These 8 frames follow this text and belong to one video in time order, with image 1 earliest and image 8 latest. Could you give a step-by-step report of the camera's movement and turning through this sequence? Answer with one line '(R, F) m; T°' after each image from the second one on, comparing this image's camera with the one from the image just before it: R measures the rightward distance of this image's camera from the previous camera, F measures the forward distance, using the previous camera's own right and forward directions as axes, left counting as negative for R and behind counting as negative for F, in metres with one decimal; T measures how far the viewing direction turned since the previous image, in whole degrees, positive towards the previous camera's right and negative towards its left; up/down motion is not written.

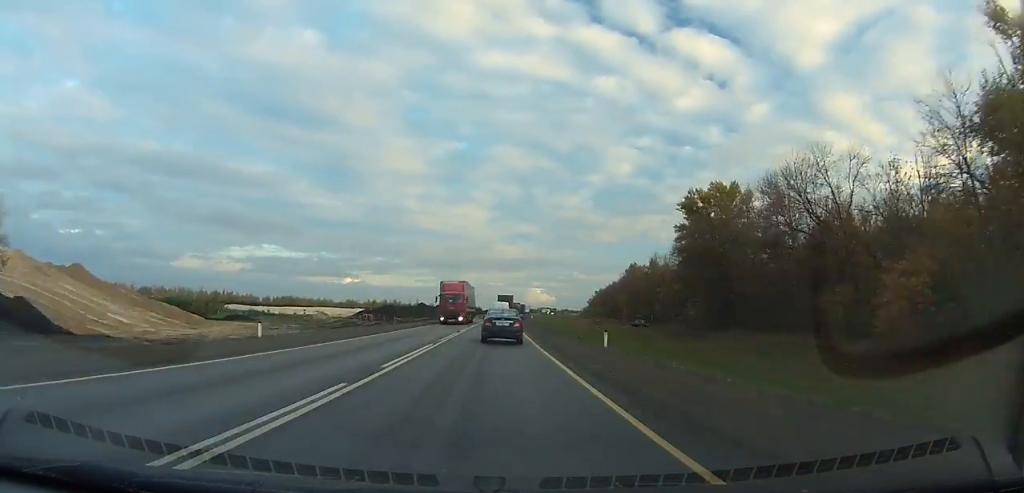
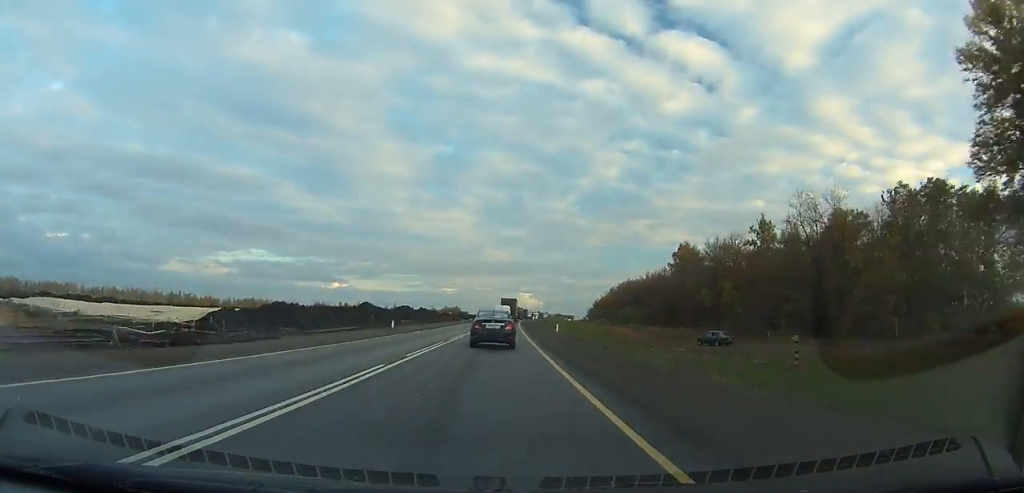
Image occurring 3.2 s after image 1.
(+0.7, +72.3) m; +1°
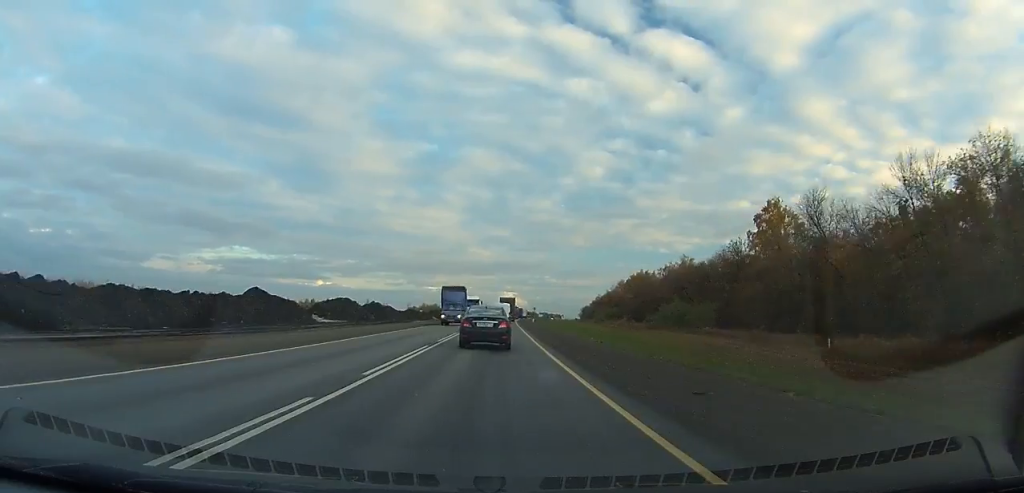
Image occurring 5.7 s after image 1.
(+0.7, +56.0) m; +1°
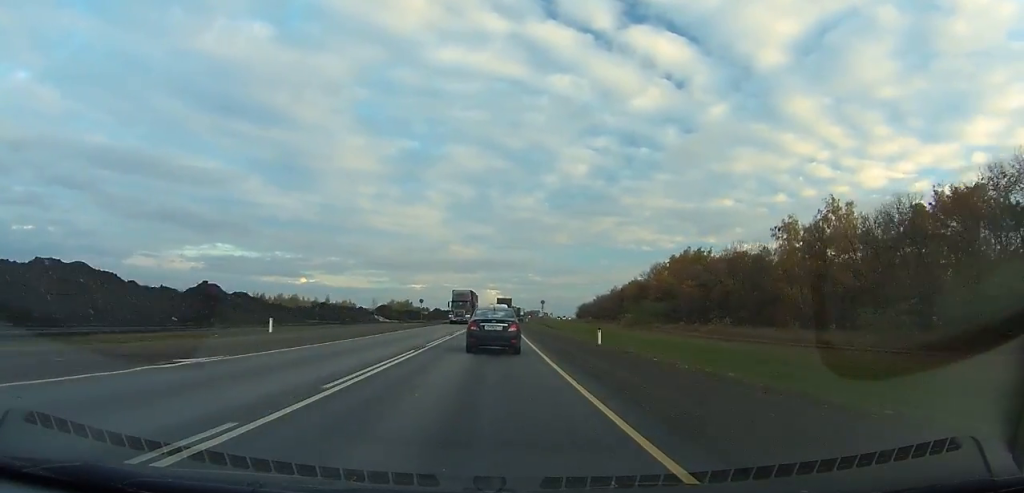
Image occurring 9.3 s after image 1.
(+1.6, +78.1) m; +2°
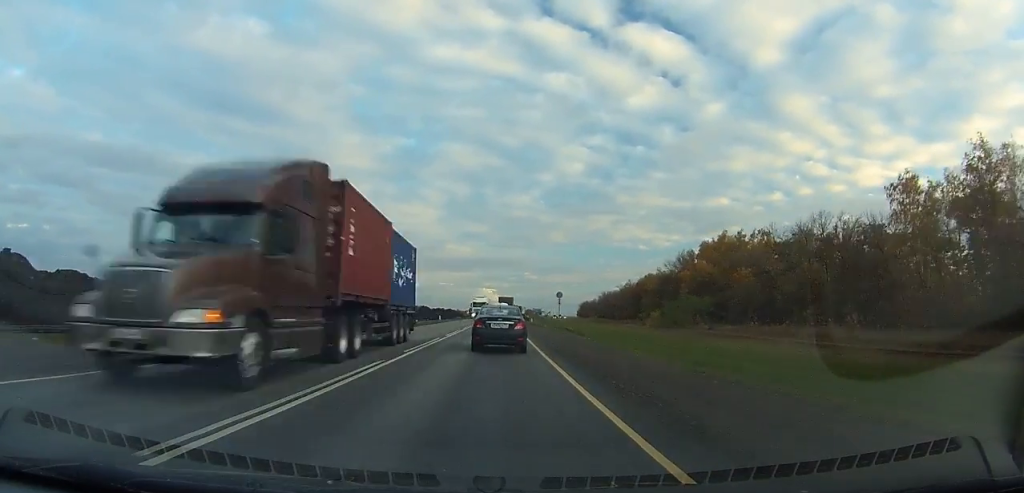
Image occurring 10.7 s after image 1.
(+0.2, +29.7) m; +1°
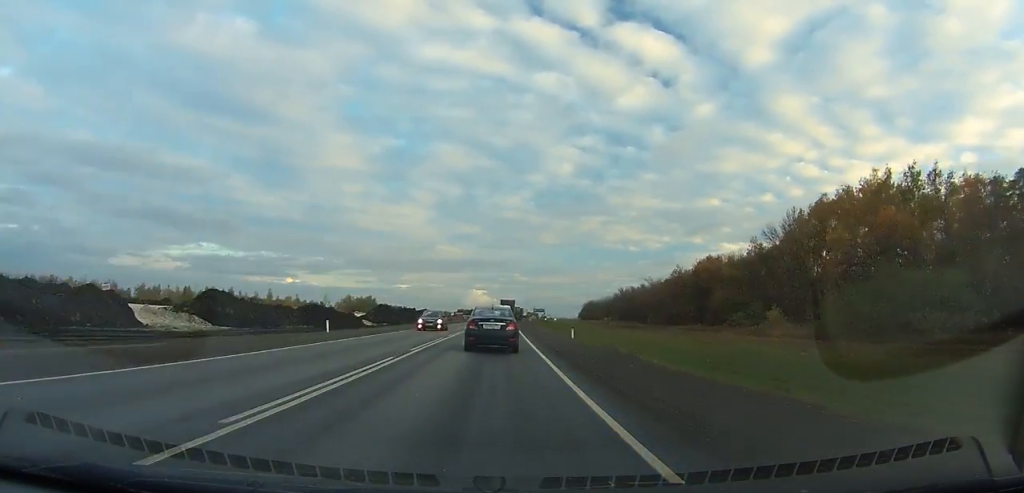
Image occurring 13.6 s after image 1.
(+0.4, +60.8) m; +1°
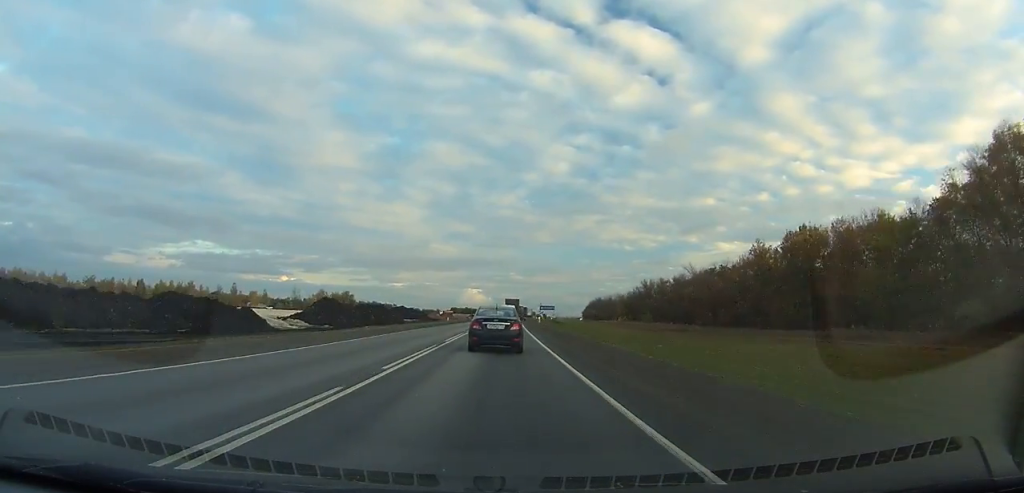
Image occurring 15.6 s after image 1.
(+0.1, +41.8) m; +1°
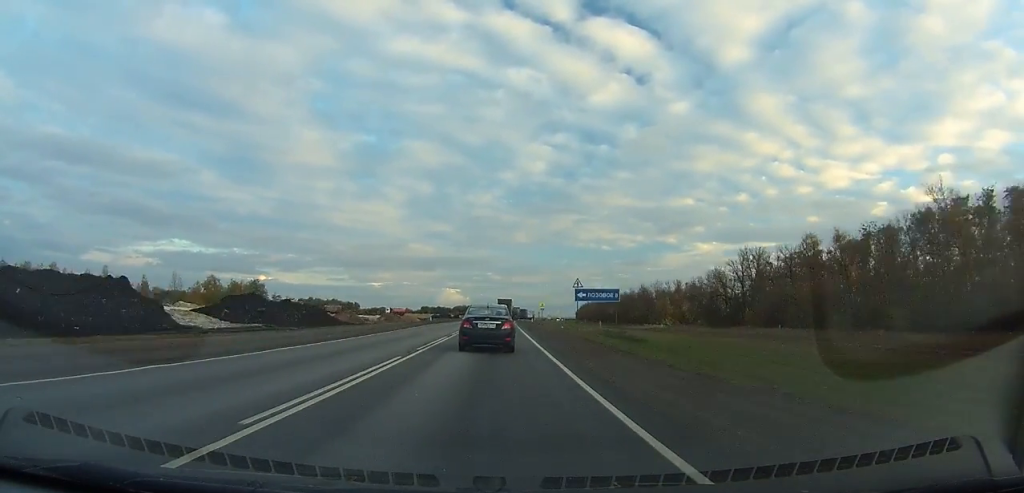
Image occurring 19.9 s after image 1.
(+1.2, +91.0) m; +2°
